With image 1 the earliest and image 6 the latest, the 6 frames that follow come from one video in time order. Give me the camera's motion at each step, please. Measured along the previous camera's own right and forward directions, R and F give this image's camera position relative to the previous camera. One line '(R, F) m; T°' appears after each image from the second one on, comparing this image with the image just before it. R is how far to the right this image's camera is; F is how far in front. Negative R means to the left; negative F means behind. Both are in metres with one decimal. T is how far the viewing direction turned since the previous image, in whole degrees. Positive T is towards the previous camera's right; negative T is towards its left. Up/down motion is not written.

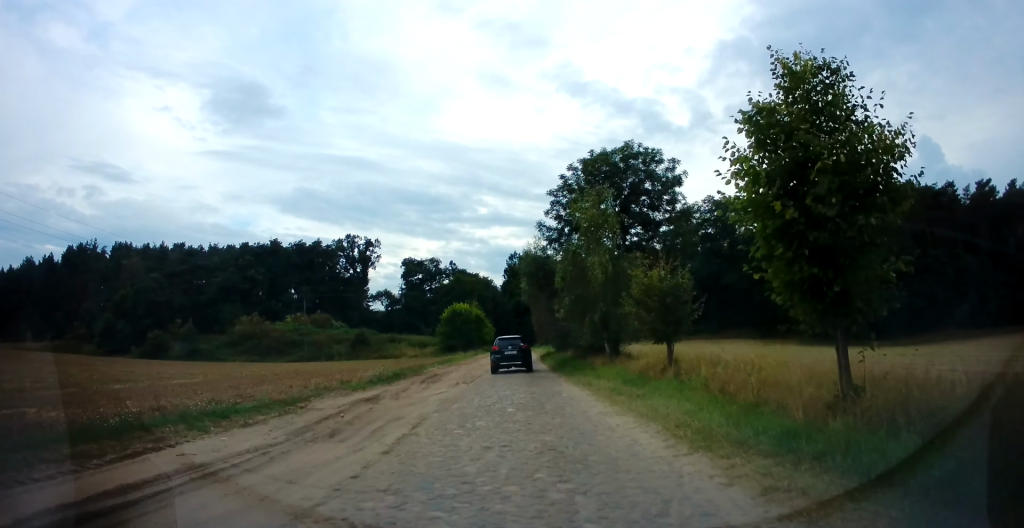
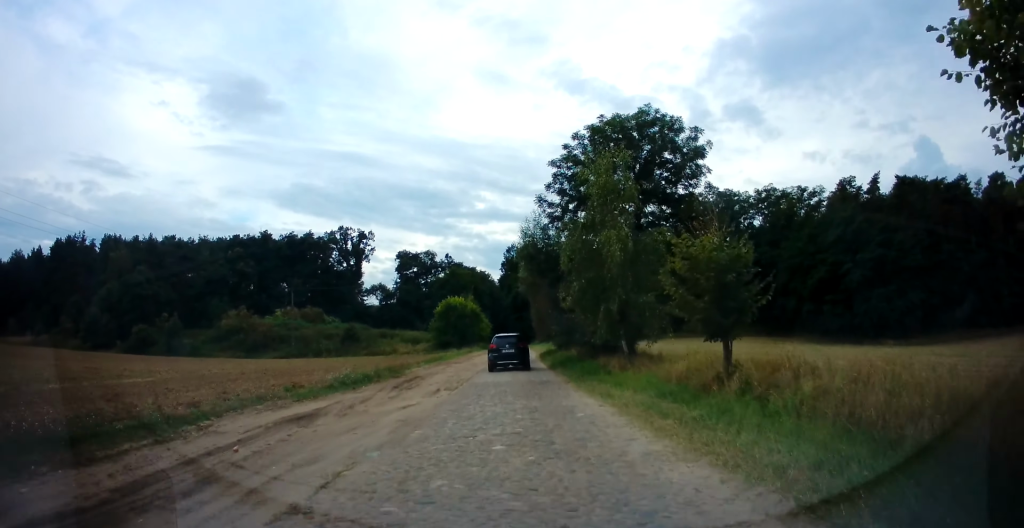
(0.0, +4.2) m; 0°
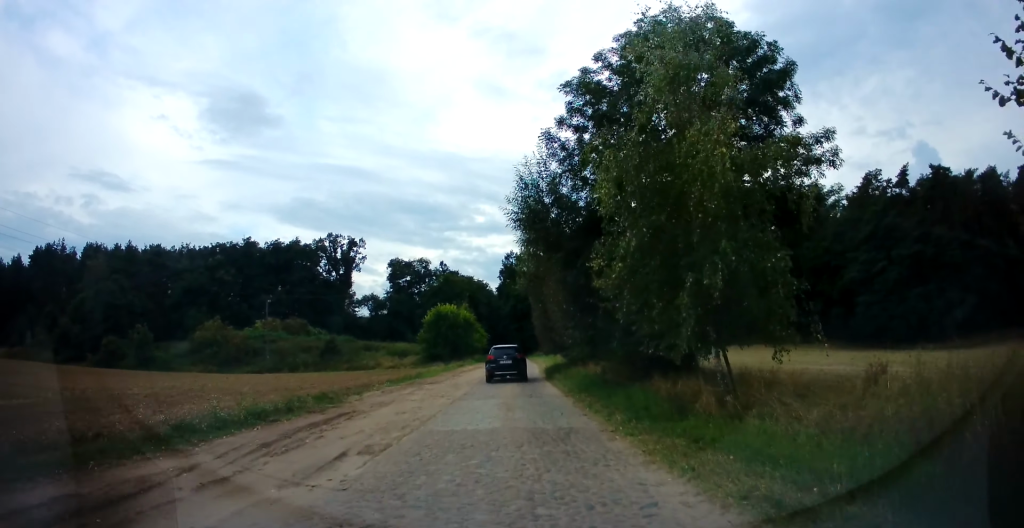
(0.0, +8.6) m; 0°
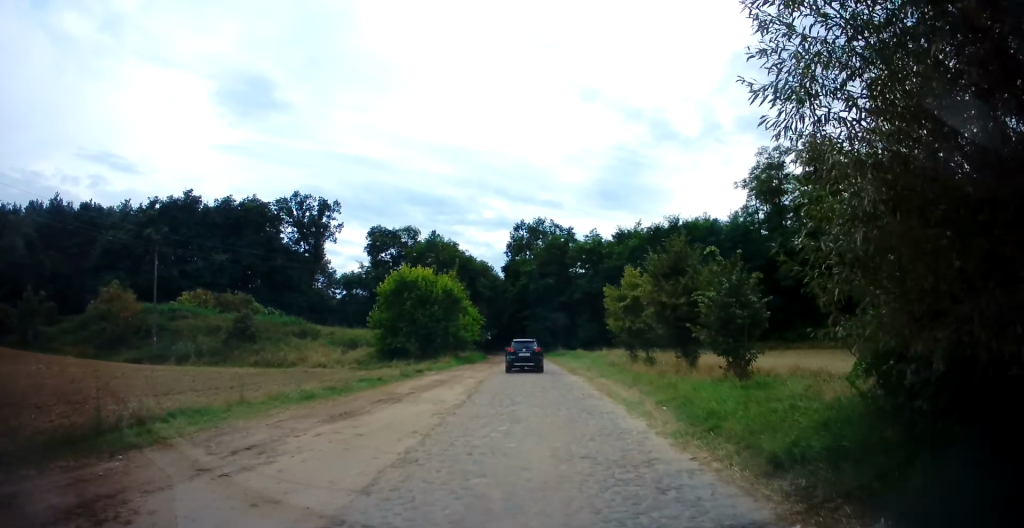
(-1.1, +27.5) m; -2°
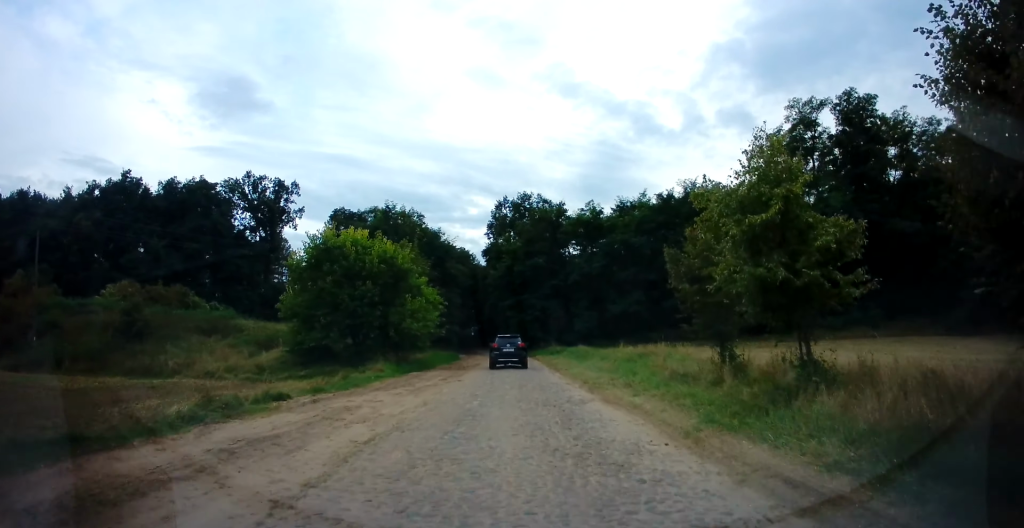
(+0.8, +14.0) m; +4°
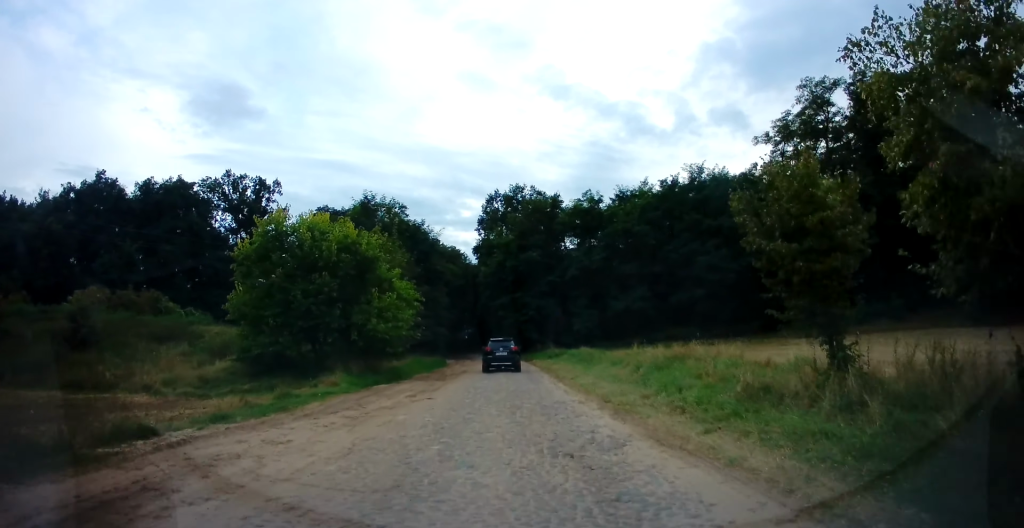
(+0.2, +4.9) m; -1°
